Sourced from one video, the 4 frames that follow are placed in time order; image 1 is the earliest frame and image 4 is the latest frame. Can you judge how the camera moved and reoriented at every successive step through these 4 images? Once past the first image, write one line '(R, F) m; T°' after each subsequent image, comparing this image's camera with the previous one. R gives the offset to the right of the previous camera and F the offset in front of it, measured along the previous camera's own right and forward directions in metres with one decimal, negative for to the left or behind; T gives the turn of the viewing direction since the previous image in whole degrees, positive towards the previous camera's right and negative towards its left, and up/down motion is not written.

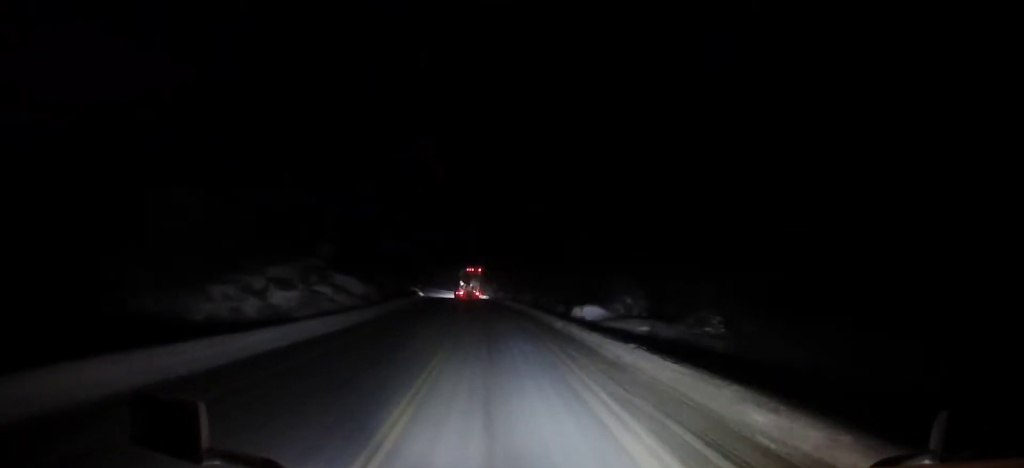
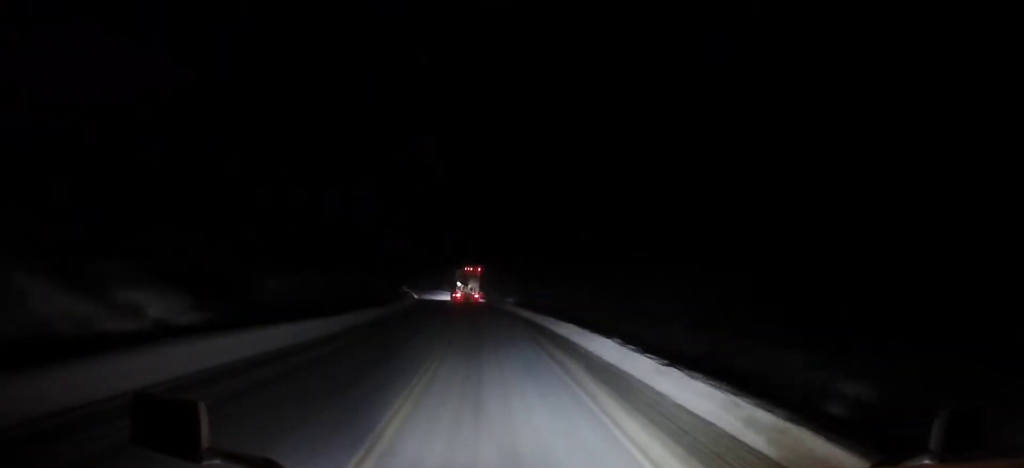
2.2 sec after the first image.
(-0.5, +45.0) m; -2°
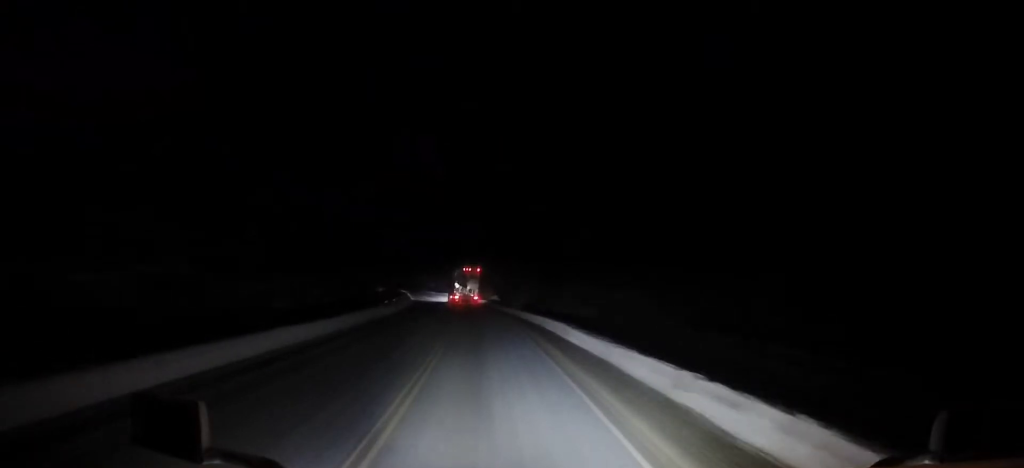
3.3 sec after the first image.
(-0.4, +21.3) m; -2°
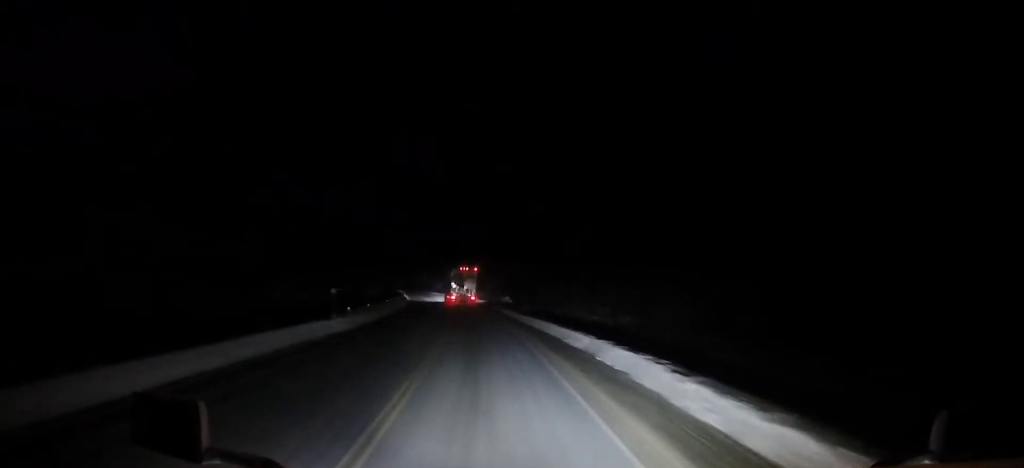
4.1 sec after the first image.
(-0.3, +15.3) m; -1°
